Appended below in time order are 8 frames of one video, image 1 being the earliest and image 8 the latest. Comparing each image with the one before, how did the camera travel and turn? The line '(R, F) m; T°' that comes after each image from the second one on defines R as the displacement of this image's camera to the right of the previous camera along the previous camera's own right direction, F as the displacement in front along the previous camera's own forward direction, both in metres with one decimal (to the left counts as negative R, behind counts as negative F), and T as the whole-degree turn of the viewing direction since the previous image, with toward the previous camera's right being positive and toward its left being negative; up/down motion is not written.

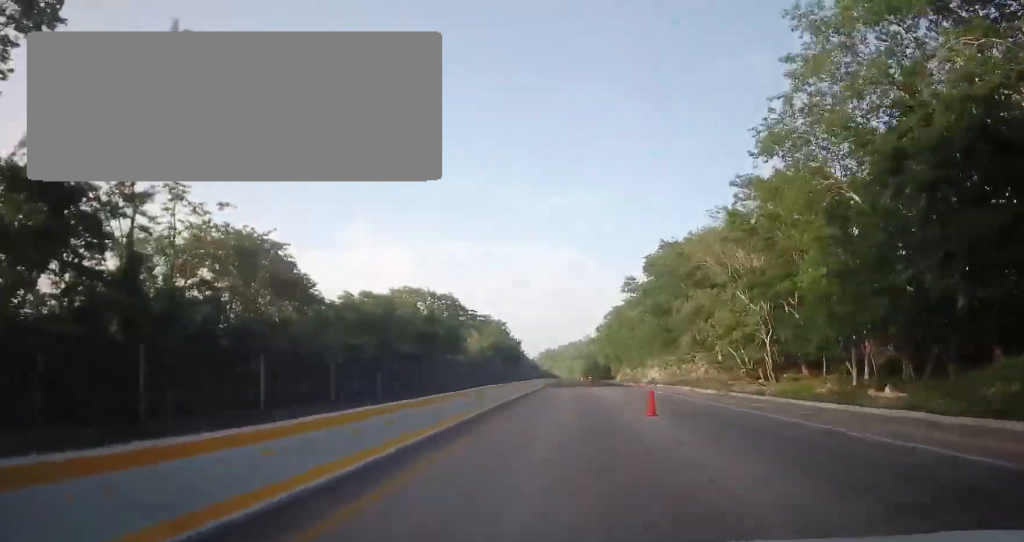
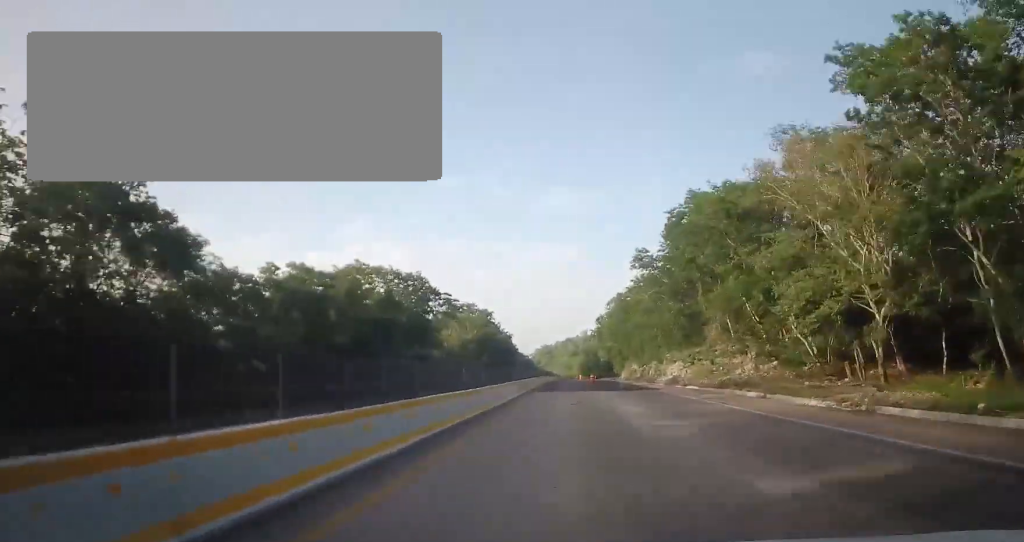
(-0.3, +17.1) m; 0°
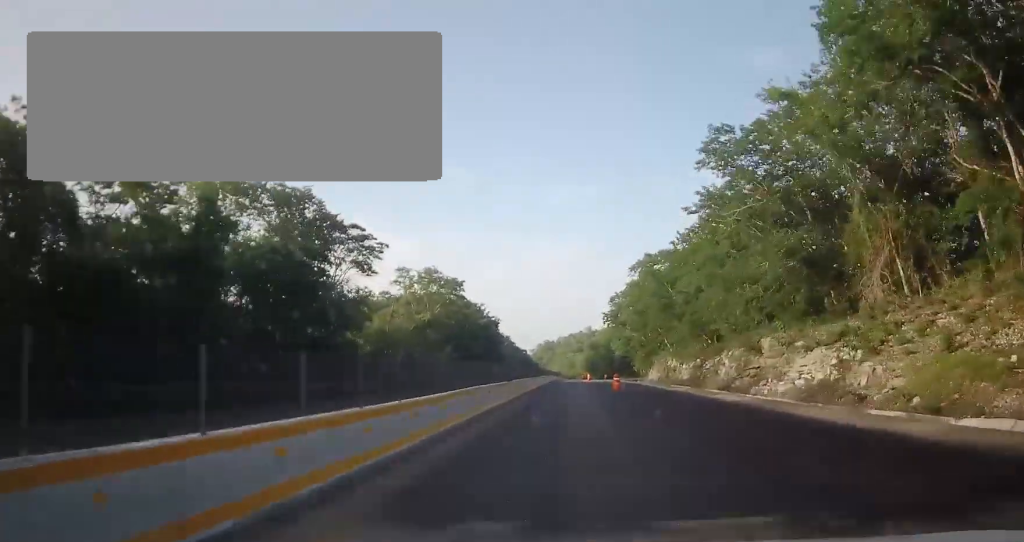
(+0.3, +32.9) m; +1°
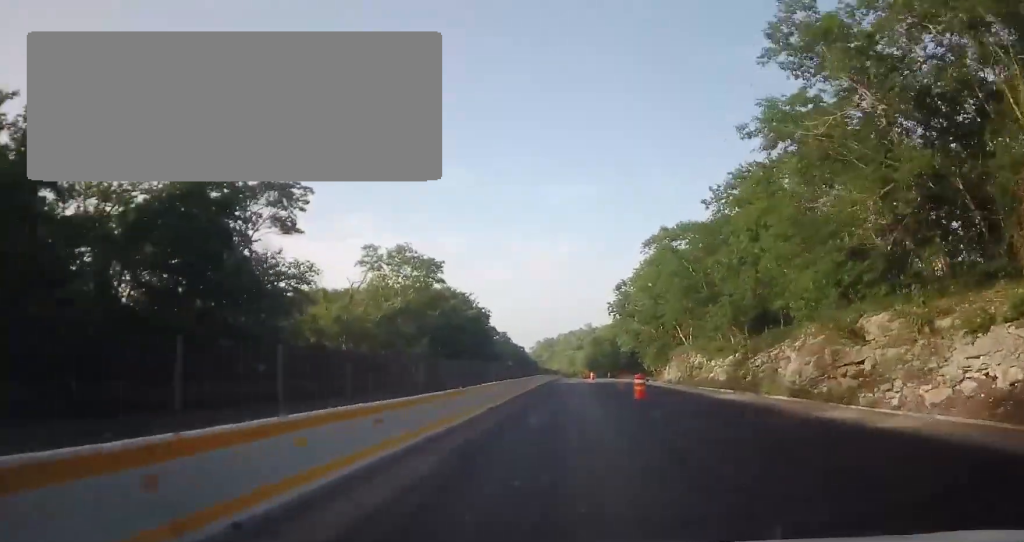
(-0.1, +12.1) m; +1°
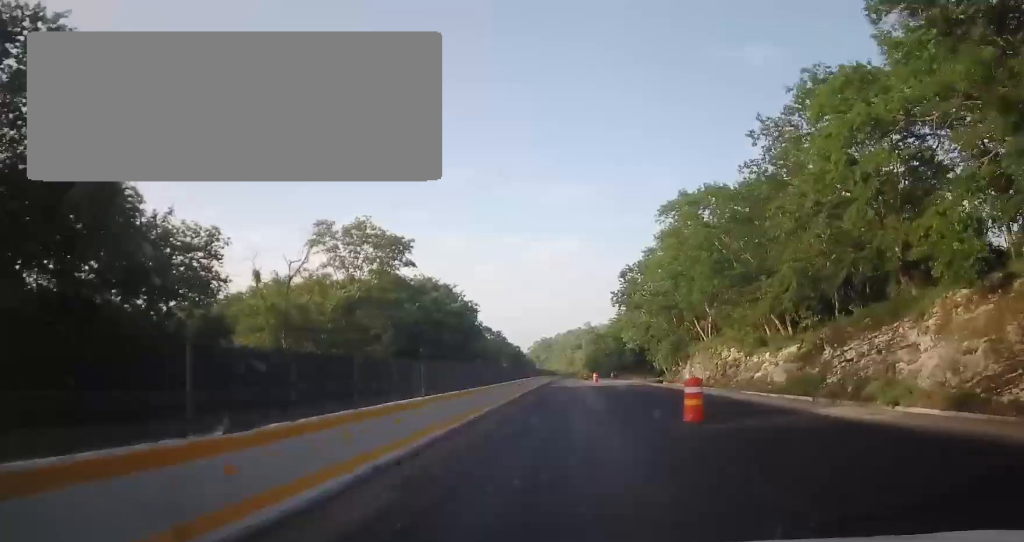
(+0.1, +11.4) m; 0°
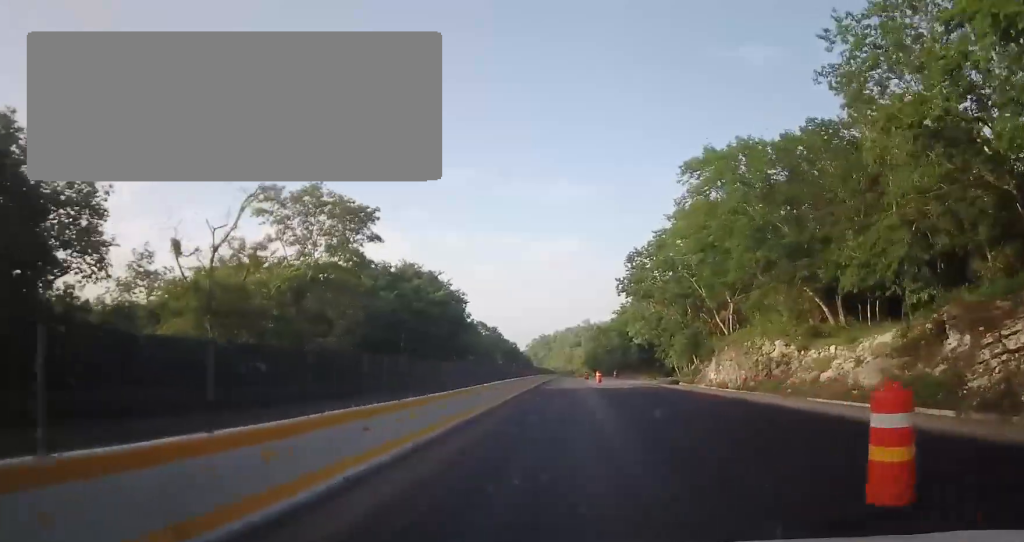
(+0.2, +9.3) m; 0°
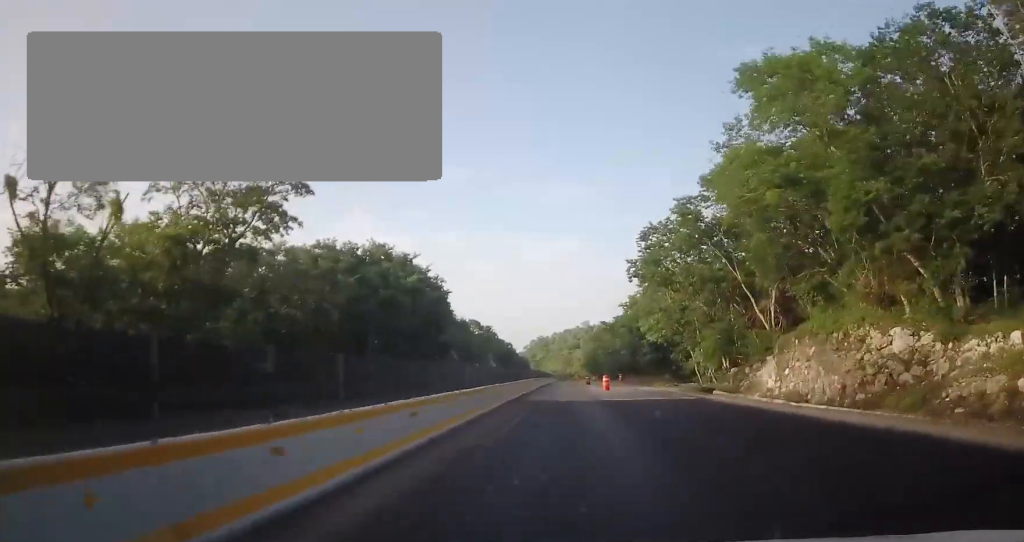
(-0.1, +12.3) m; 0°
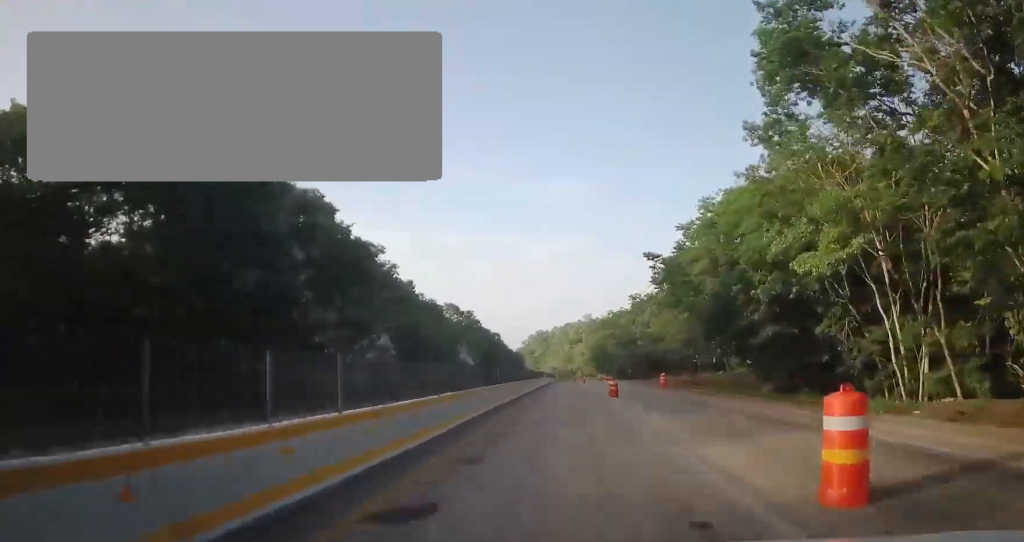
(+0.1, +36.7) m; 0°
